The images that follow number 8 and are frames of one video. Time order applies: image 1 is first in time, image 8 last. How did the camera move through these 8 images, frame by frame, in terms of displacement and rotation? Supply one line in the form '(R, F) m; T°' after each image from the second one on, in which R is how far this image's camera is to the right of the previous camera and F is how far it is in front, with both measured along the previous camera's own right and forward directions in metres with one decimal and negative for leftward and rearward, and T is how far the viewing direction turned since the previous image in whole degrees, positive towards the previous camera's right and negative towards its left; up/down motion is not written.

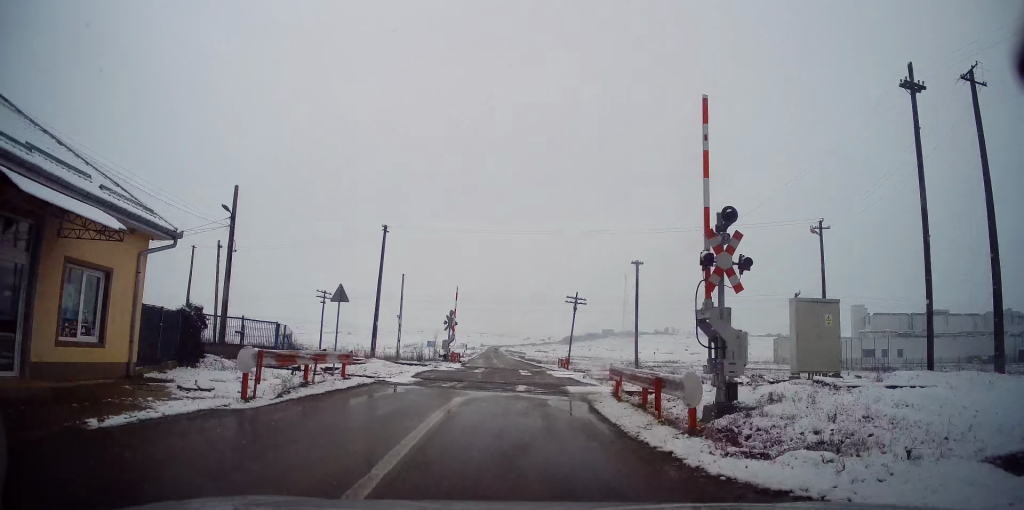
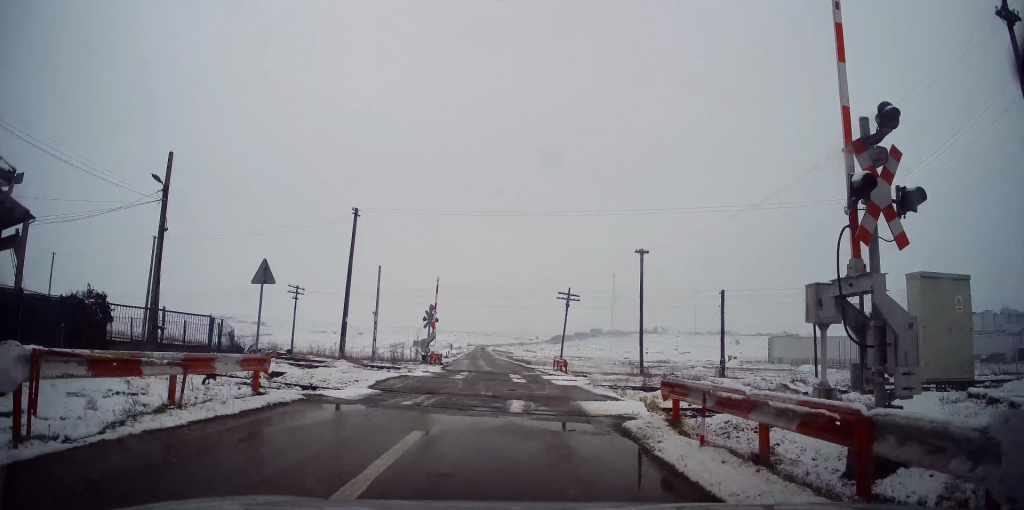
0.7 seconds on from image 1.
(+0.2, +4.9) m; +1°
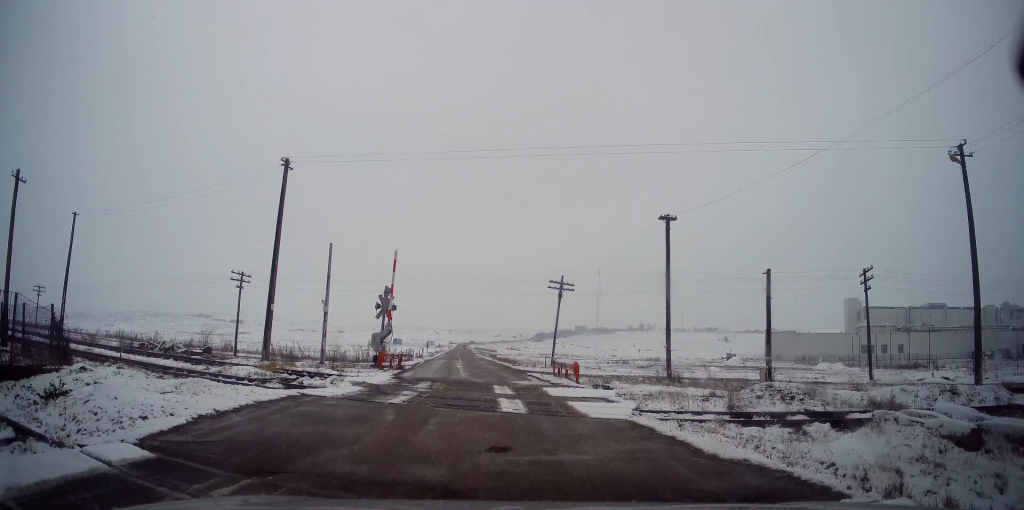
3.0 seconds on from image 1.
(+0.2, +11.3) m; +4°
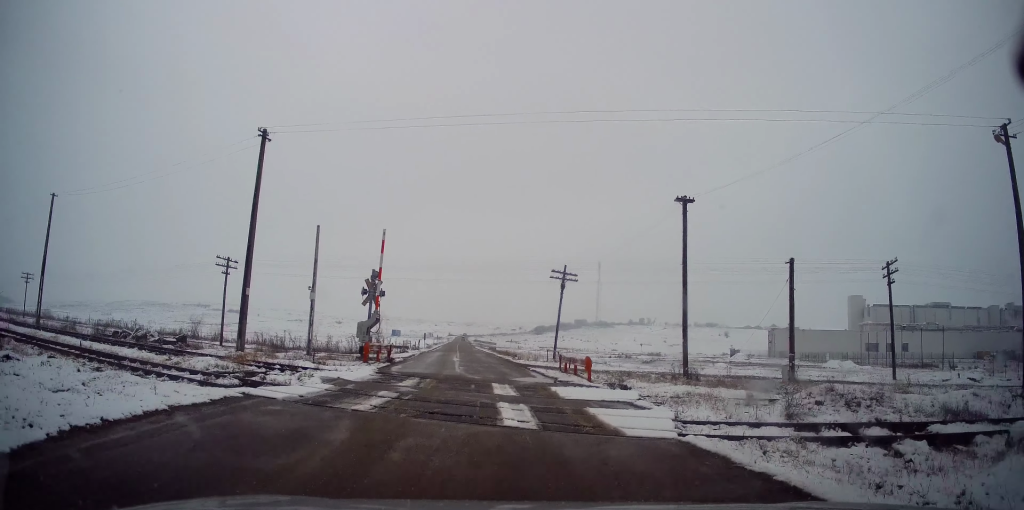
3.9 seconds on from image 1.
(0.0, +3.0) m; +1°
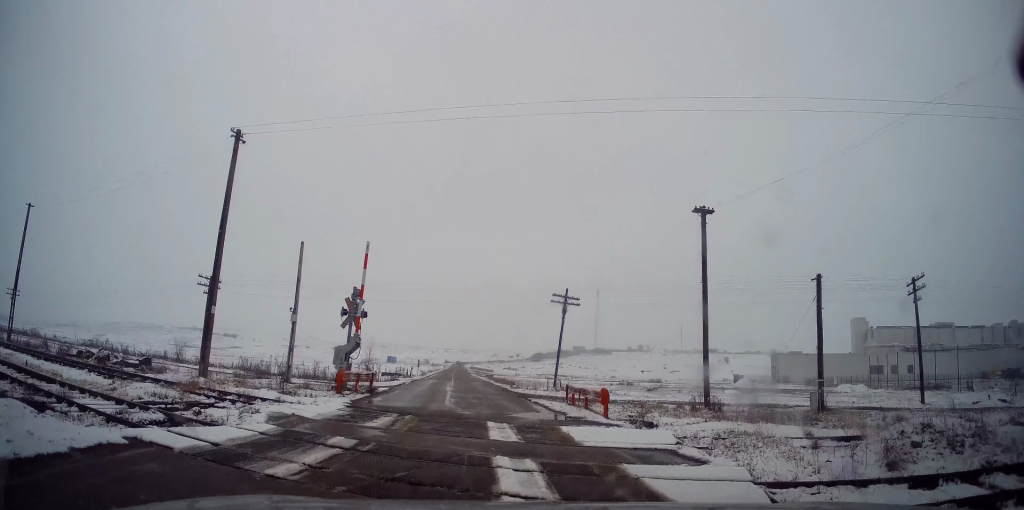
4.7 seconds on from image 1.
(0.0, +3.0) m; 0°
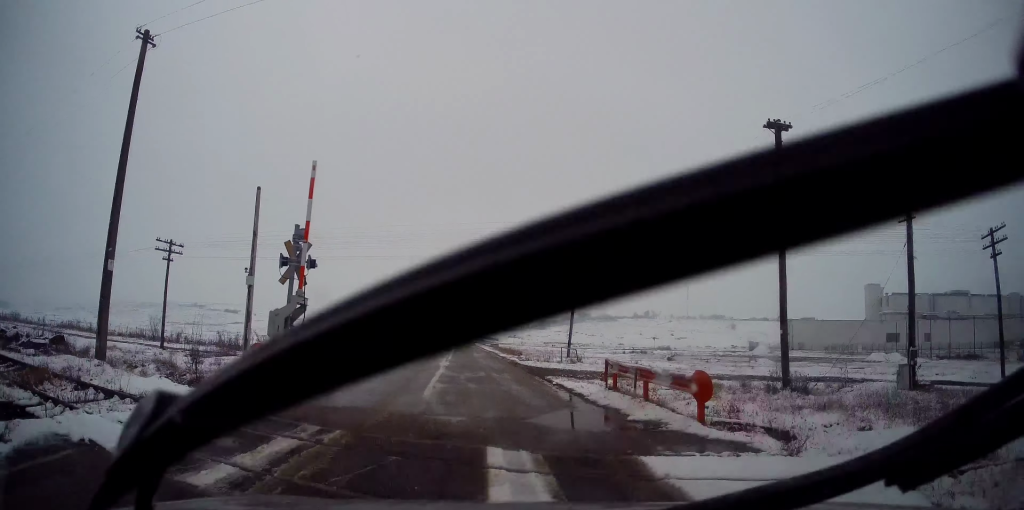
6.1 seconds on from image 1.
(0.0, +6.1) m; 0°
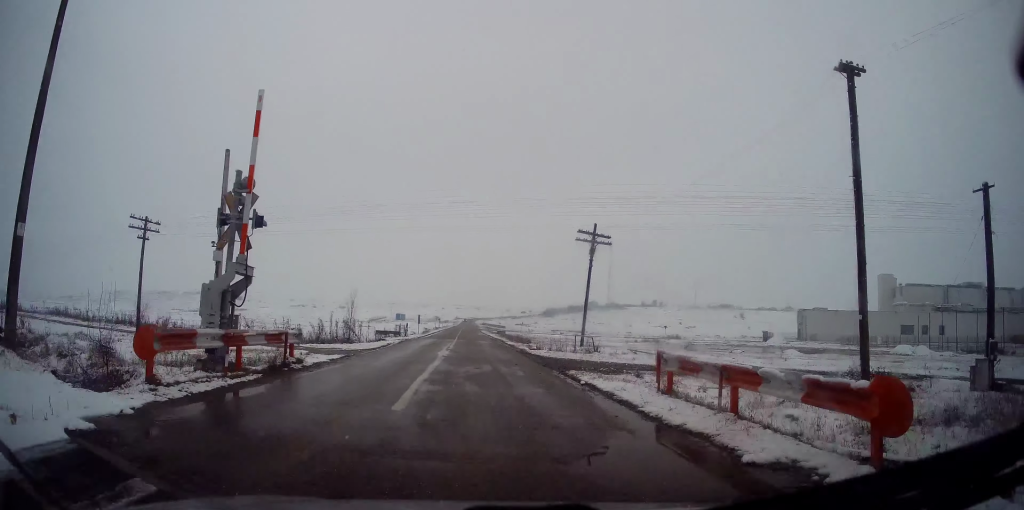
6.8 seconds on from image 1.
(0.0, +4.0) m; -2°
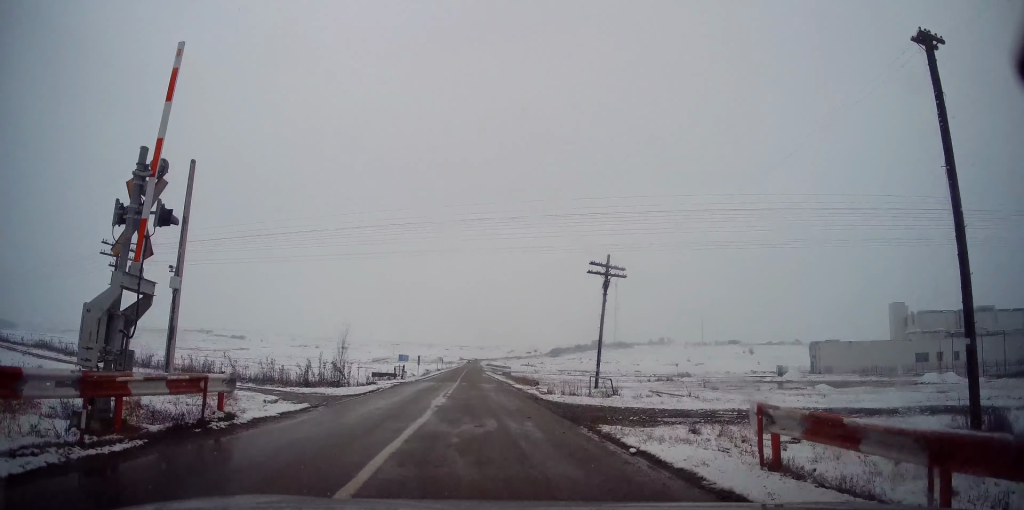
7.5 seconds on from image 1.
(0.0, +3.9) m; -2°
